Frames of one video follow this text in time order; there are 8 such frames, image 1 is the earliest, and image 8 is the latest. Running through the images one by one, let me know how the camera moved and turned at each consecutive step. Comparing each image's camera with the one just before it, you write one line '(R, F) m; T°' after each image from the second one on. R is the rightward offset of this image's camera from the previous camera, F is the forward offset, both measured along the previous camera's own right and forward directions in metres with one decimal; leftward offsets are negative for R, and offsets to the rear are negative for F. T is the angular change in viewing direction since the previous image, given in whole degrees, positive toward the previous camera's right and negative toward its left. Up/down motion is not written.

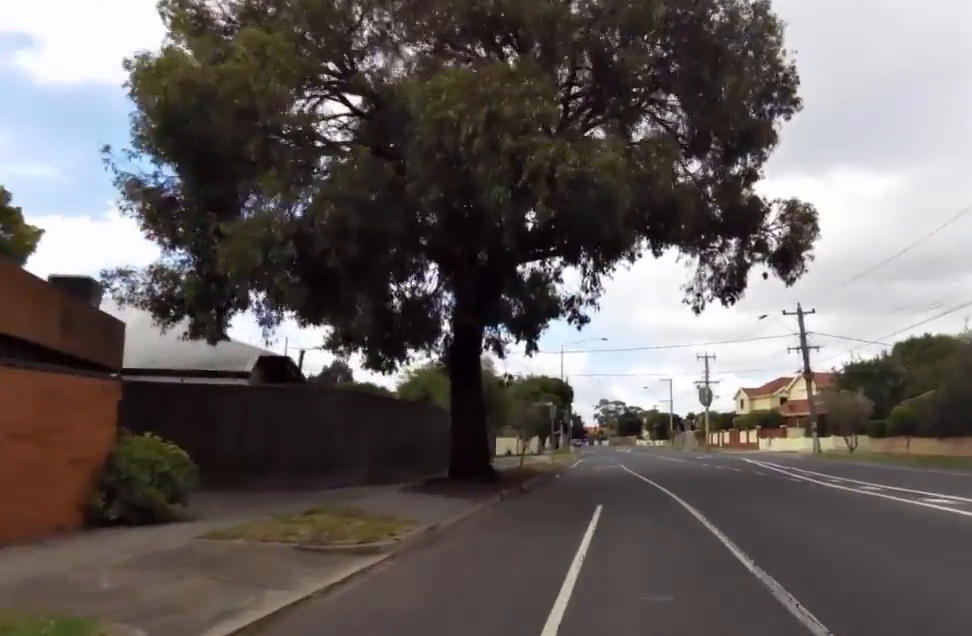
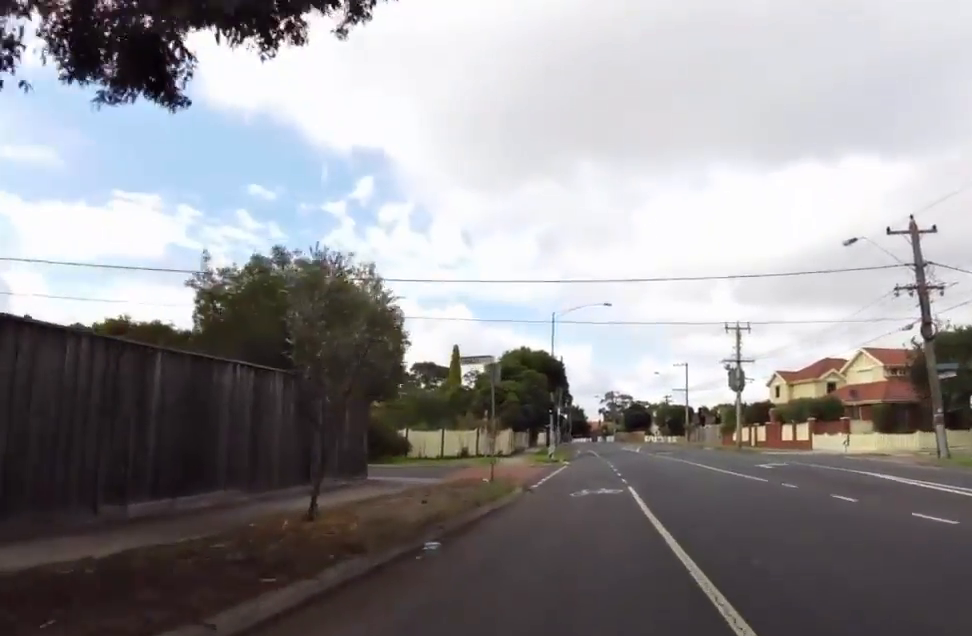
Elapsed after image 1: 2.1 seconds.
(+0.1, +17.9) m; +1°
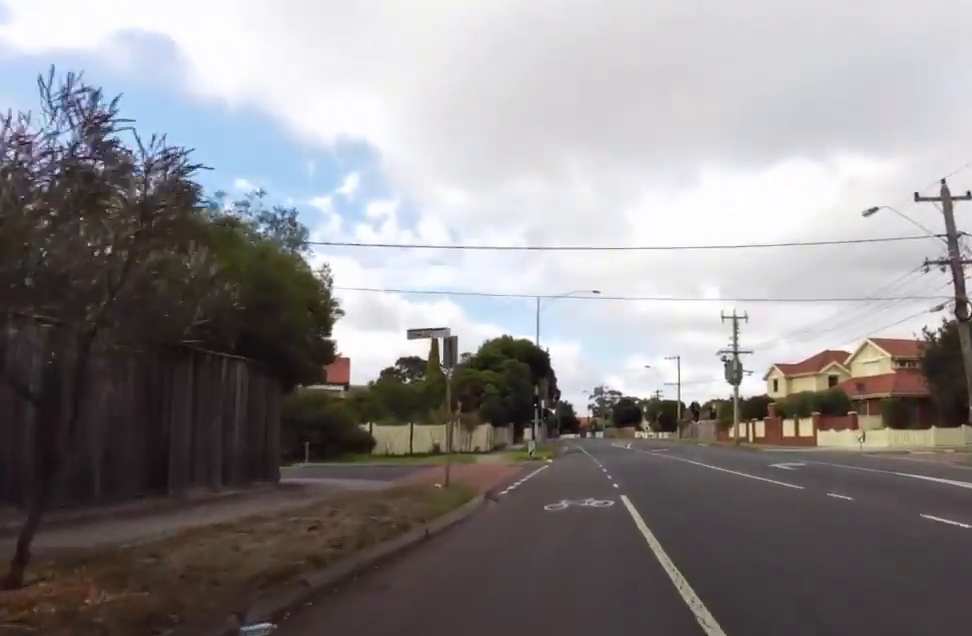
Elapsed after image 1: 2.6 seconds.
(+0.6, +3.8) m; +2°
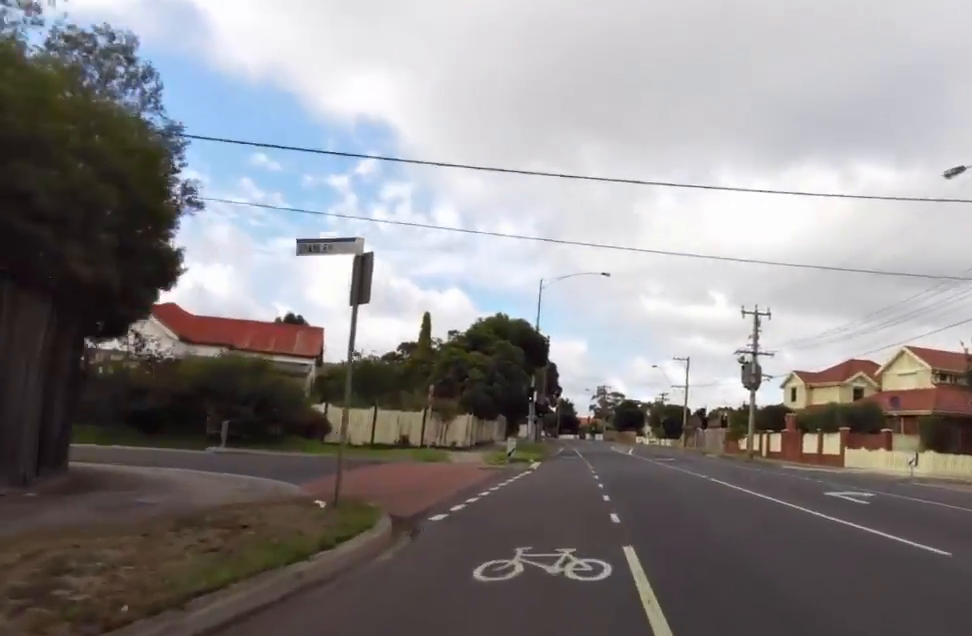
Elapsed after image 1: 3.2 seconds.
(-0.4, +5.5) m; -5°
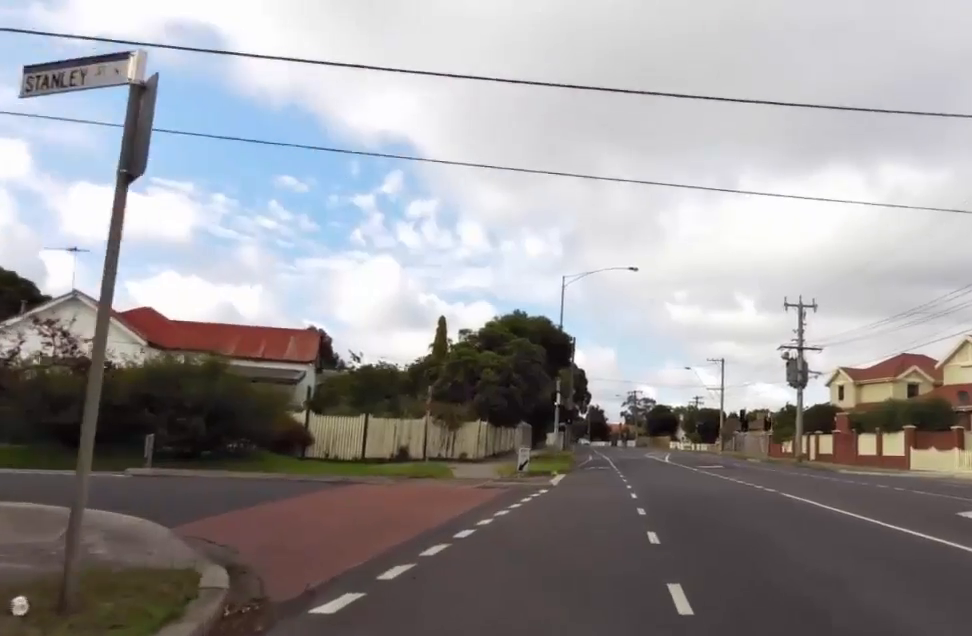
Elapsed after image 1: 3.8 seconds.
(-0.2, +4.7) m; -5°
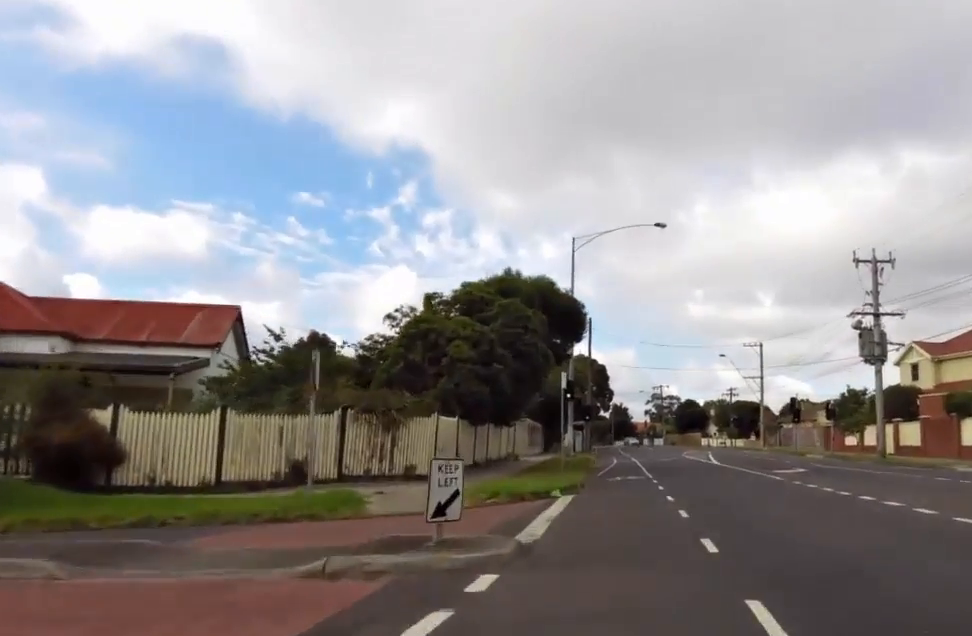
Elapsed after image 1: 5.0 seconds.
(0.0, +10.6) m; +4°
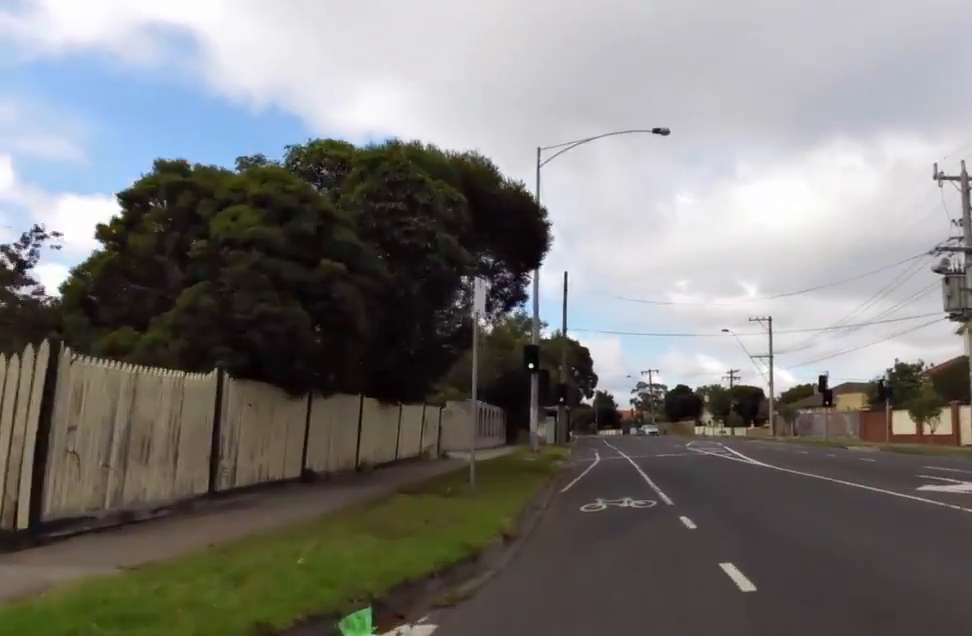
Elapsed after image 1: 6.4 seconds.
(+0.5, +11.7) m; +1°
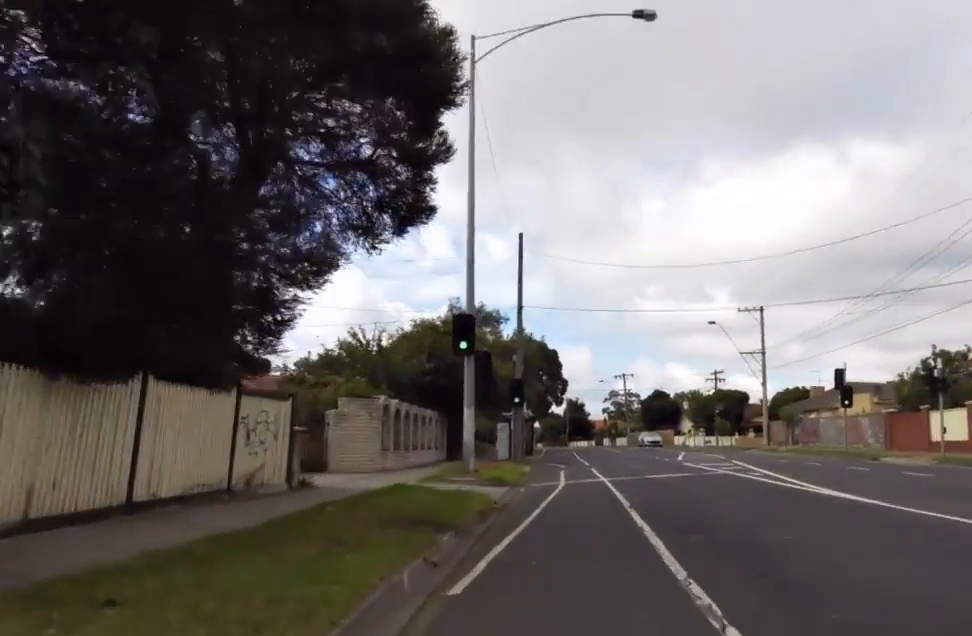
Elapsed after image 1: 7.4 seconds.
(-0.1, +8.1) m; +1°
